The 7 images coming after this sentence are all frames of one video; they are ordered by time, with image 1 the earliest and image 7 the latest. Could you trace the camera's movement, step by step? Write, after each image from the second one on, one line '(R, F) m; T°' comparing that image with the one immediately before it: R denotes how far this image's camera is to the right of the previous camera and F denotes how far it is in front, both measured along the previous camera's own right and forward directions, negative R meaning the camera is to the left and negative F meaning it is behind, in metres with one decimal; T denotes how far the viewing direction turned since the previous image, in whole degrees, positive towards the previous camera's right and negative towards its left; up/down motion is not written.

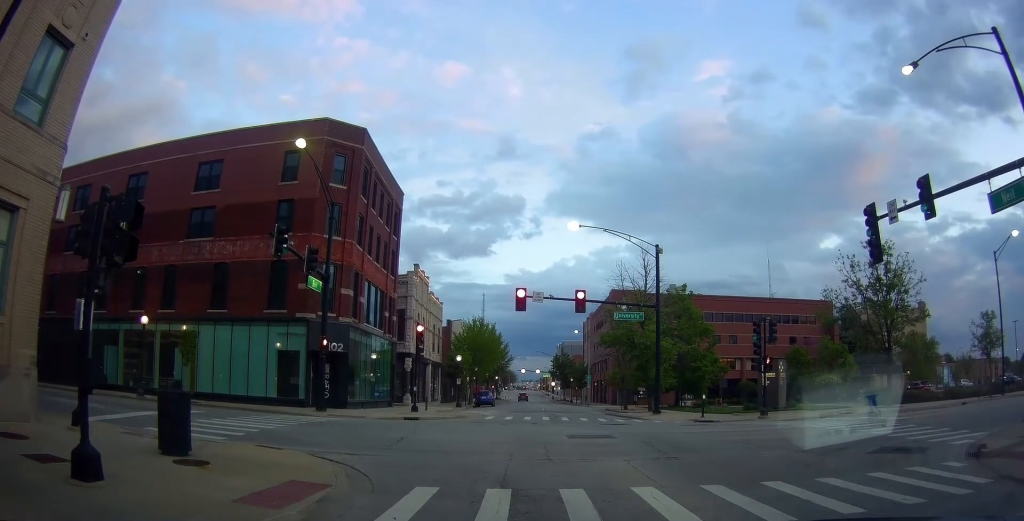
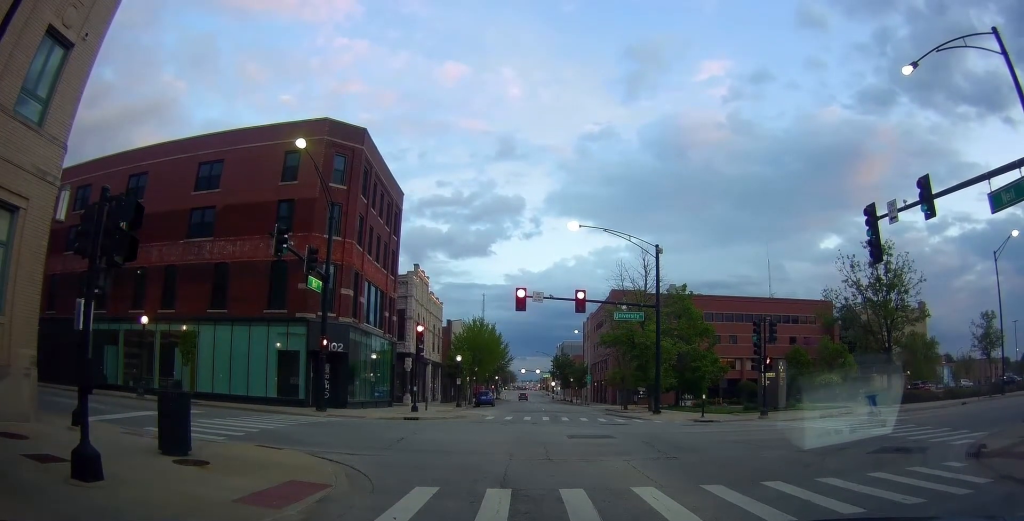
(0.0, 0.0) m; 0°
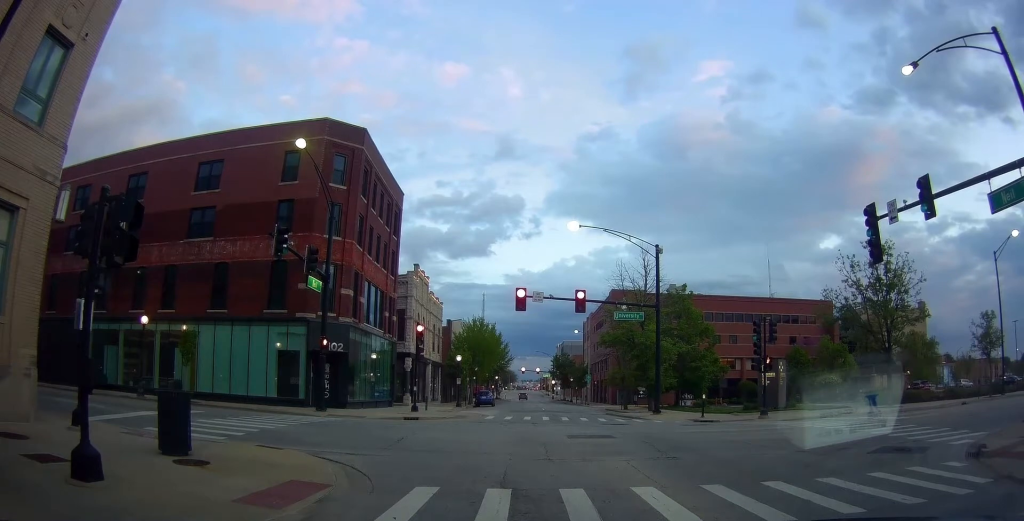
(0.0, 0.0) m; 0°
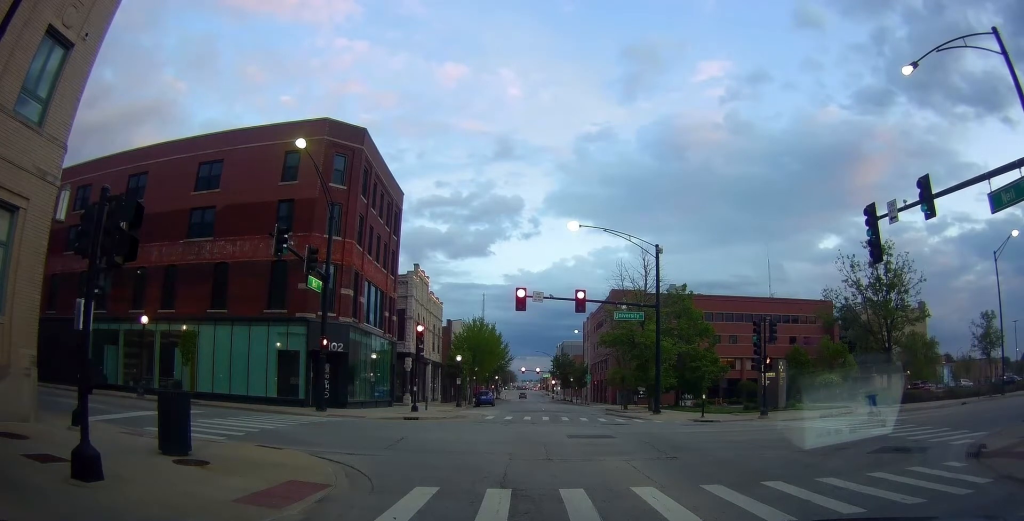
(0.0, 0.0) m; 0°
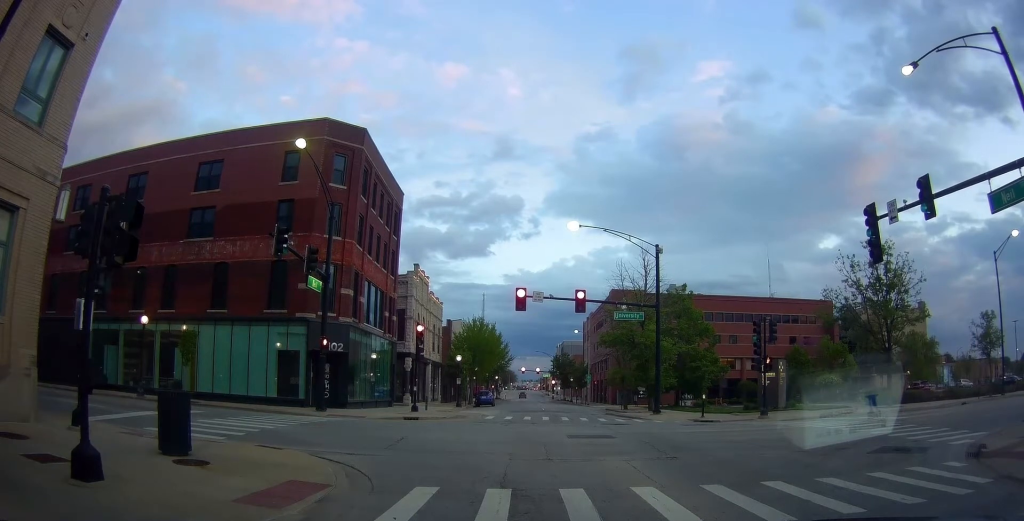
(0.0, 0.0) m; 0°
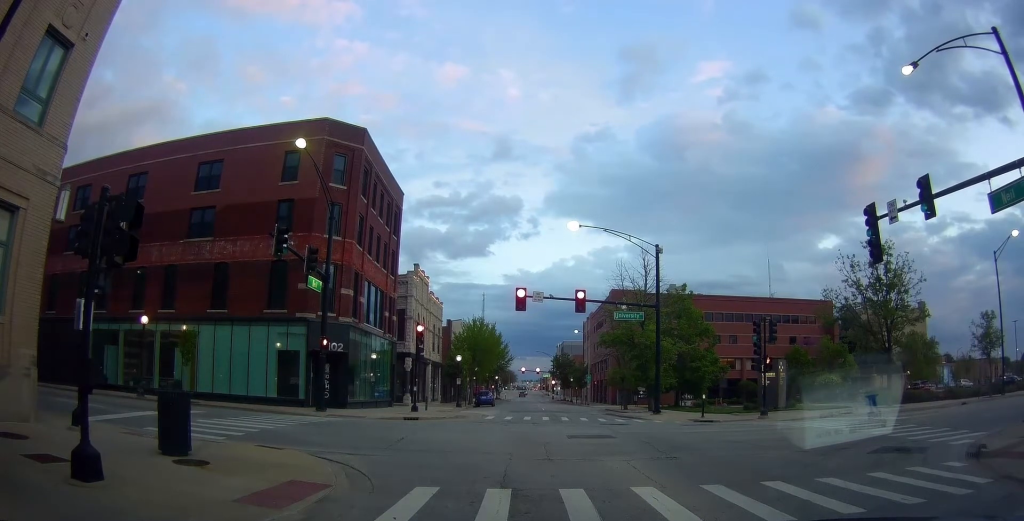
(0.0, 0.0) m; 0°
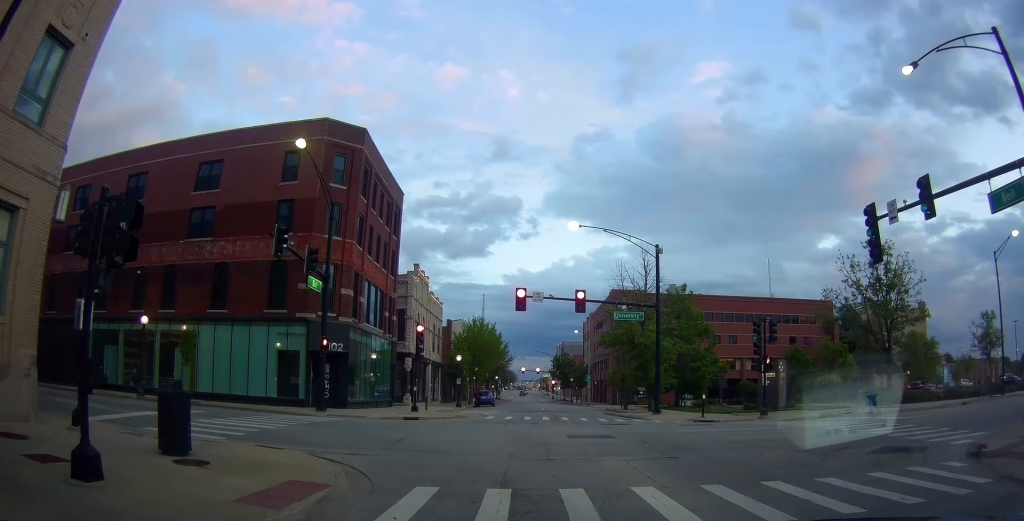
(0.0, 0.0) m; 0°
